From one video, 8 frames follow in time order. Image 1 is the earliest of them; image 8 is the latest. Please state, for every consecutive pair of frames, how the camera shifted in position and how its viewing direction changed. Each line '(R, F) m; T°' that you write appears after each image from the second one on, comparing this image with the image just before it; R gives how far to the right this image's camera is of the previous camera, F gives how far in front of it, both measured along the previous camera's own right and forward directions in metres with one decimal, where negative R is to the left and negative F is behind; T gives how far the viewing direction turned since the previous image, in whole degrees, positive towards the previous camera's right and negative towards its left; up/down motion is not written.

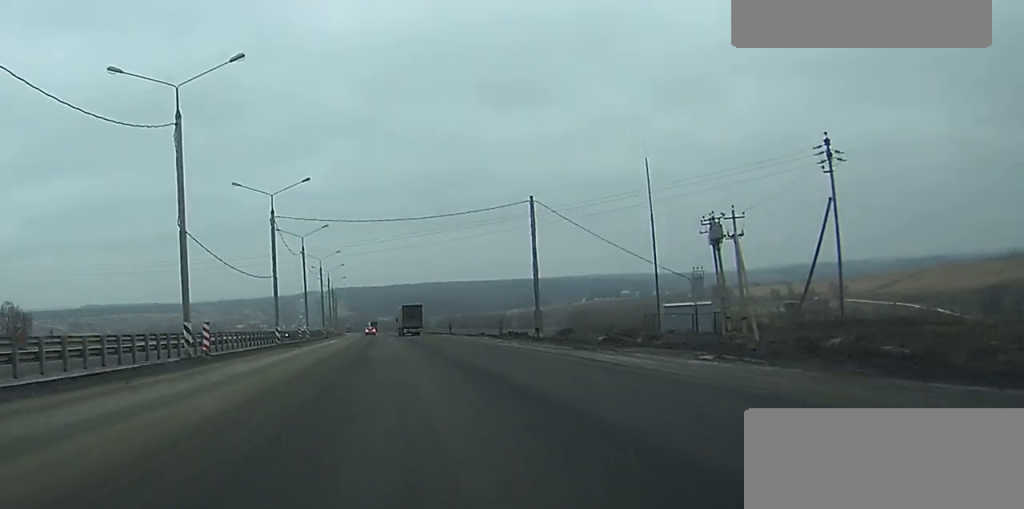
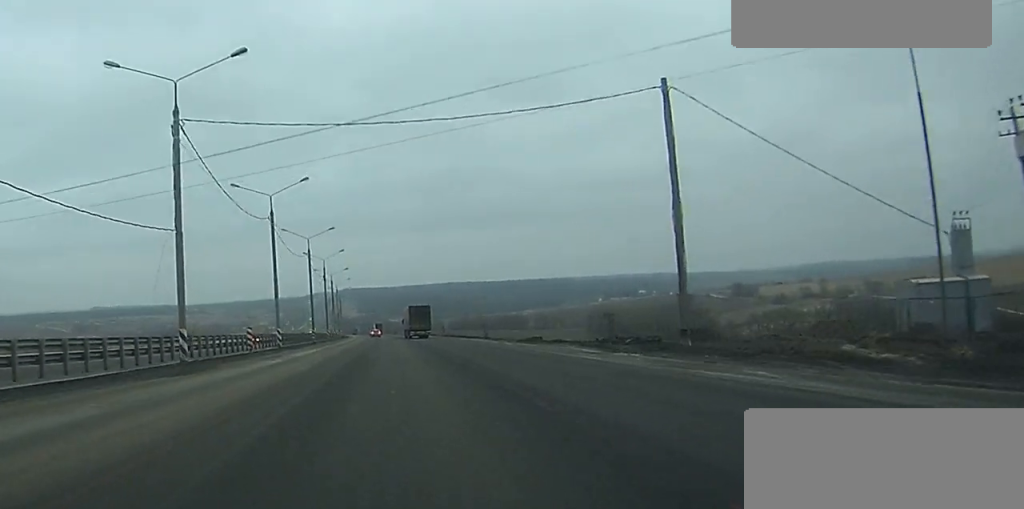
(-0.2, +35.2) m; -1°
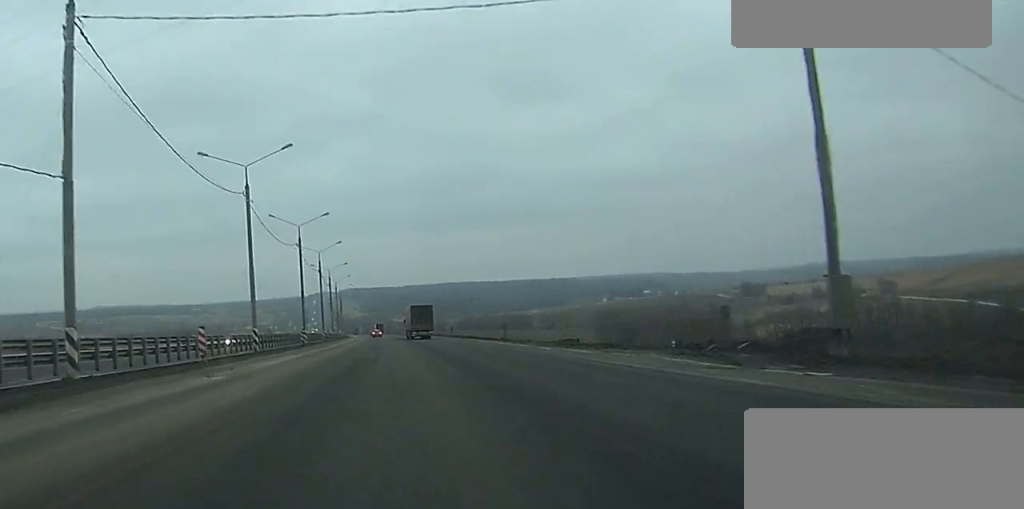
(-0.1, +13.4) m; 0°
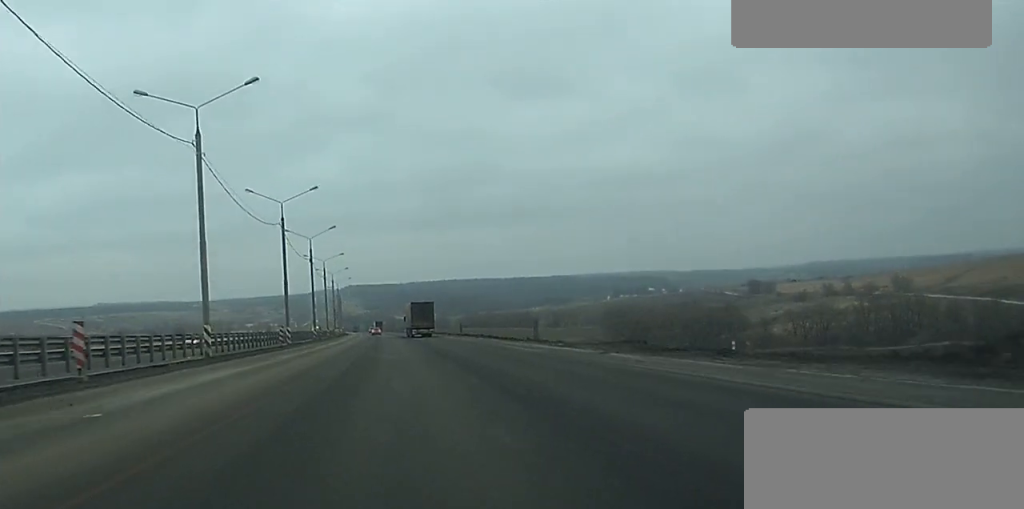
(0.0, +15.2) m; 0°
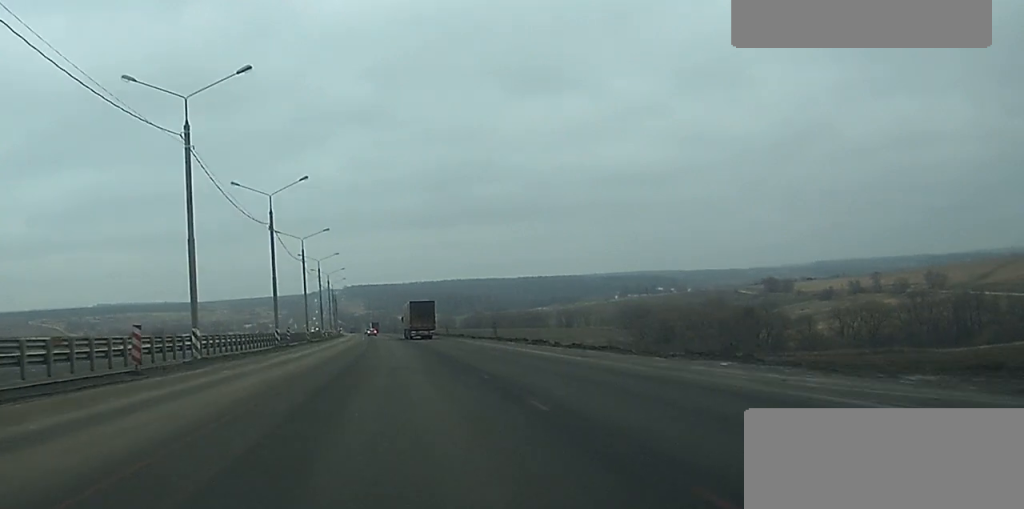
(-0.1, +36.2) m; 0°
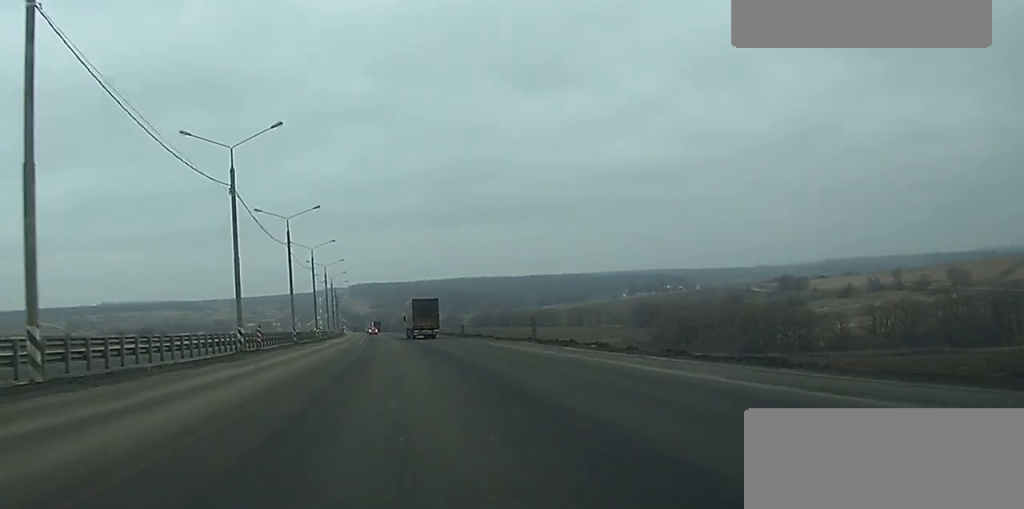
(0.0, +19.0) m; 0°
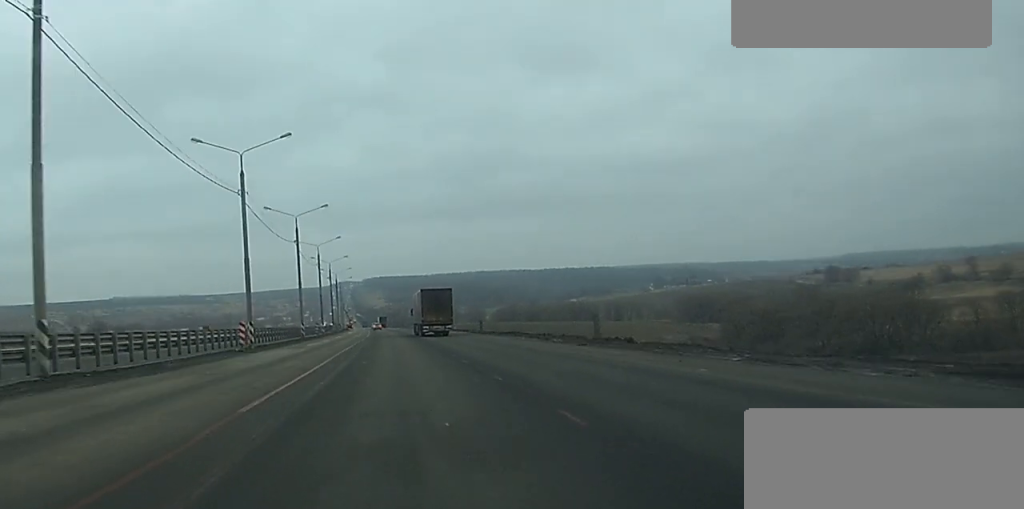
(-0.5, +65.0) m; -1°
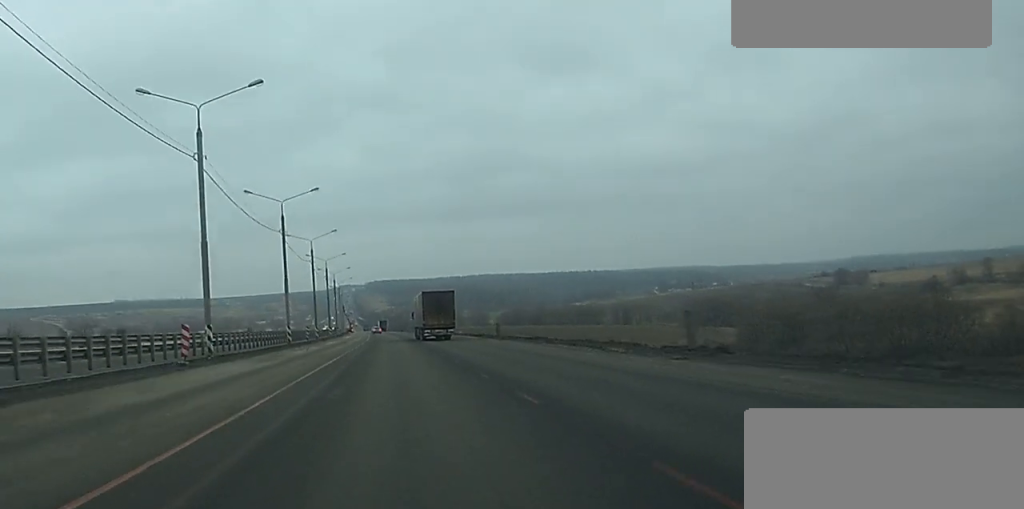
(0.0, +13.1) m; 0°
